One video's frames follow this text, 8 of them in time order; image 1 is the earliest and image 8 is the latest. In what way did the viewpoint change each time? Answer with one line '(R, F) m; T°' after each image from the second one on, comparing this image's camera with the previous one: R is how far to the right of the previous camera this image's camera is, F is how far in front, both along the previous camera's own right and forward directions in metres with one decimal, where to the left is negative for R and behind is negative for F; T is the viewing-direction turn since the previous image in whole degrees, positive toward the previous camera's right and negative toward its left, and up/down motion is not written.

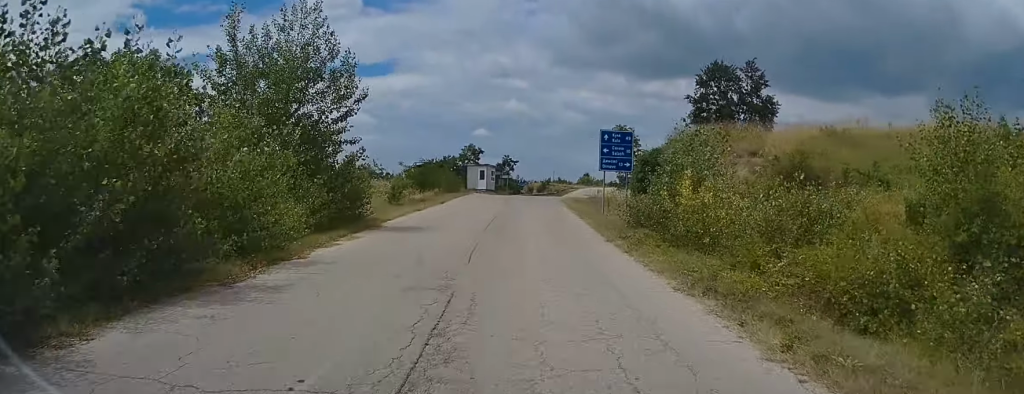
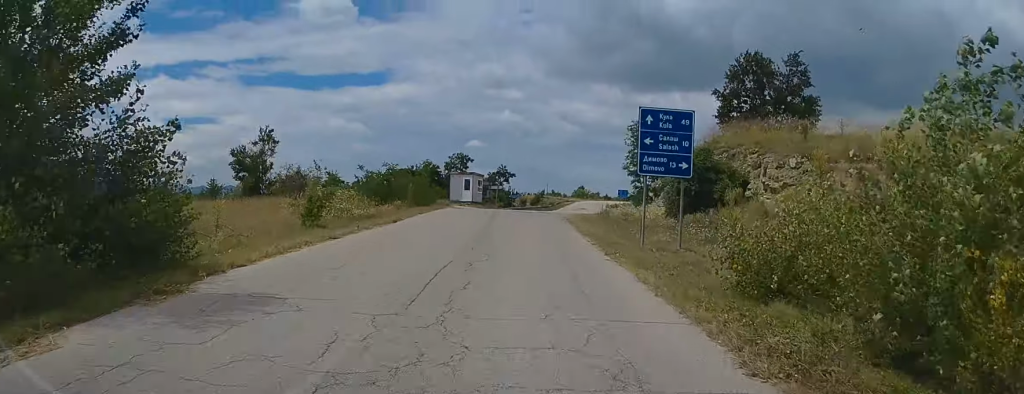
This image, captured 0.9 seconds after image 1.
(+0.1, +10.2) m; +1°
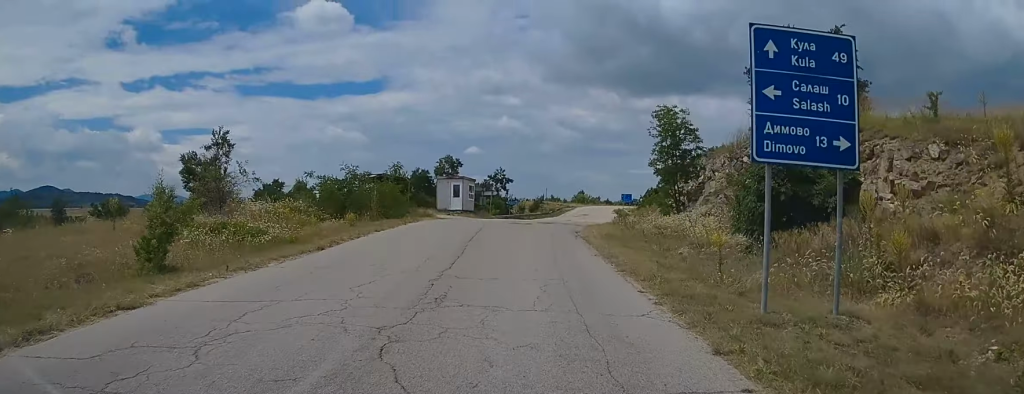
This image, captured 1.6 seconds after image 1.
(+0.1, +8.2) m; 0°
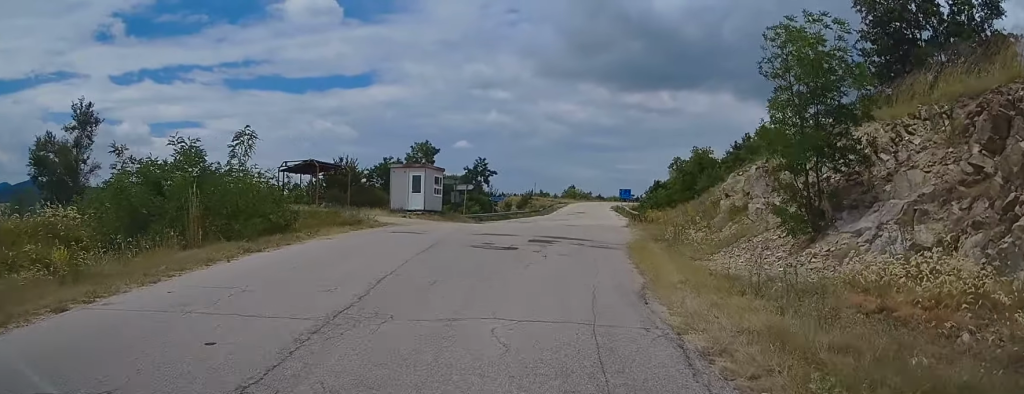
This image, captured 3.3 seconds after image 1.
(+0.1, +14.8) m; +2°
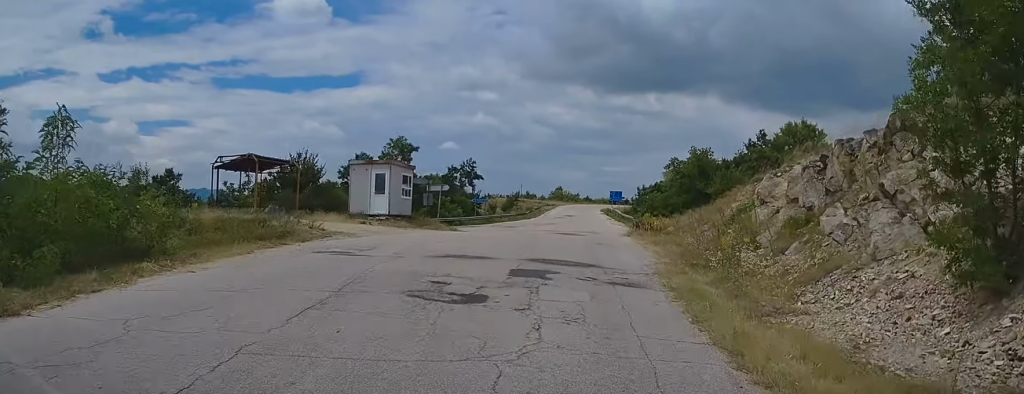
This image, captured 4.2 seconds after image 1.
(+0.1, +6.3) m; +3°
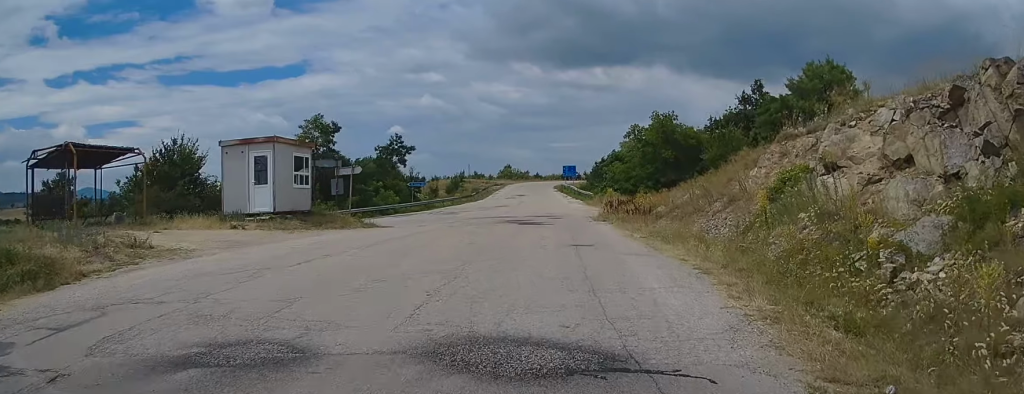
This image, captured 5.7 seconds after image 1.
(+0.5, +8.8) m; +6°
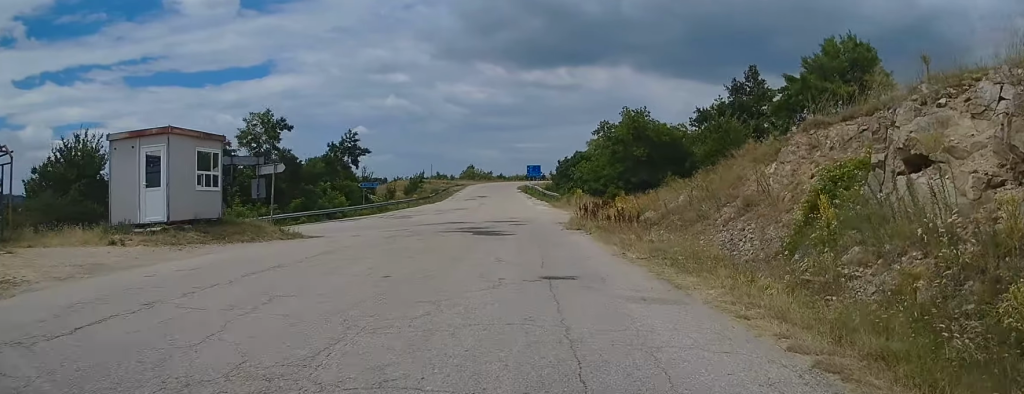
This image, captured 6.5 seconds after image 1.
(0.0, +4.6) m; +2°
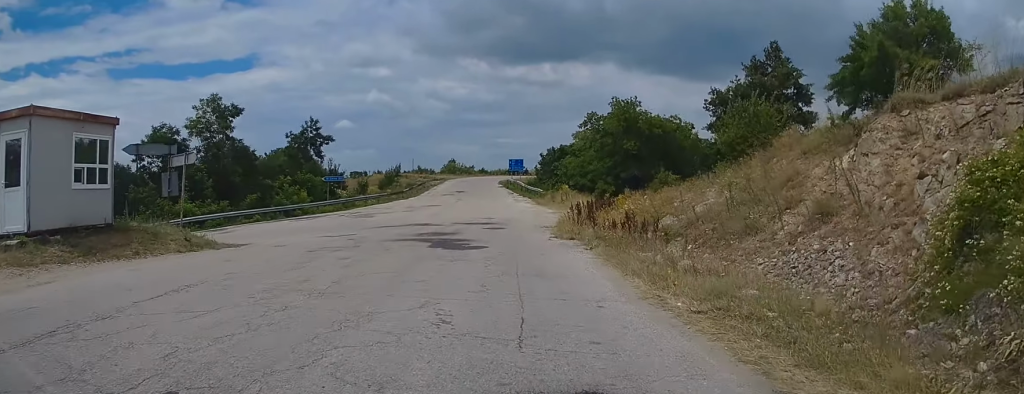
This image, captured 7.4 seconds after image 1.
(+0.2, +5.0) m; -3°
